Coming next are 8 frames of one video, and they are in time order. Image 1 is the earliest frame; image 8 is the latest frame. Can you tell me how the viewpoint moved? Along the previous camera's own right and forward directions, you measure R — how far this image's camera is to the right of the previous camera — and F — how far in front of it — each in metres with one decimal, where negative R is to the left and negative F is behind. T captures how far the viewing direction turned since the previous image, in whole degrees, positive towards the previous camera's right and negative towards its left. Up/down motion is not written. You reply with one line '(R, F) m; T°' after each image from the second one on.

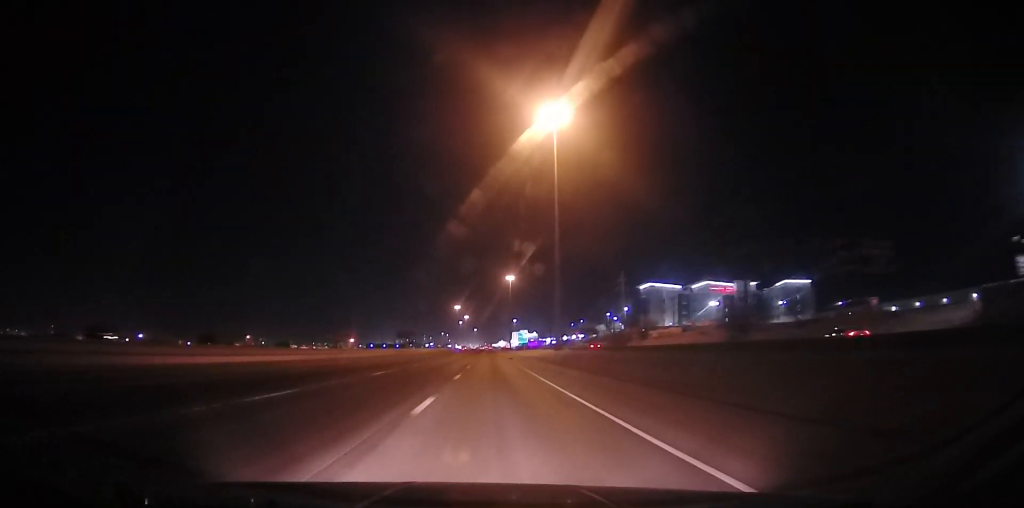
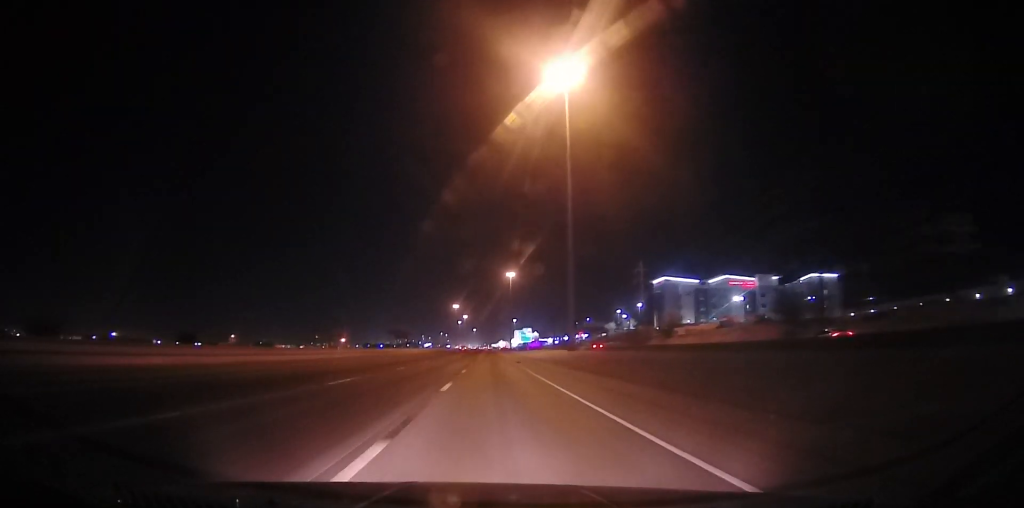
(+0.7, +19.2) m; +1°
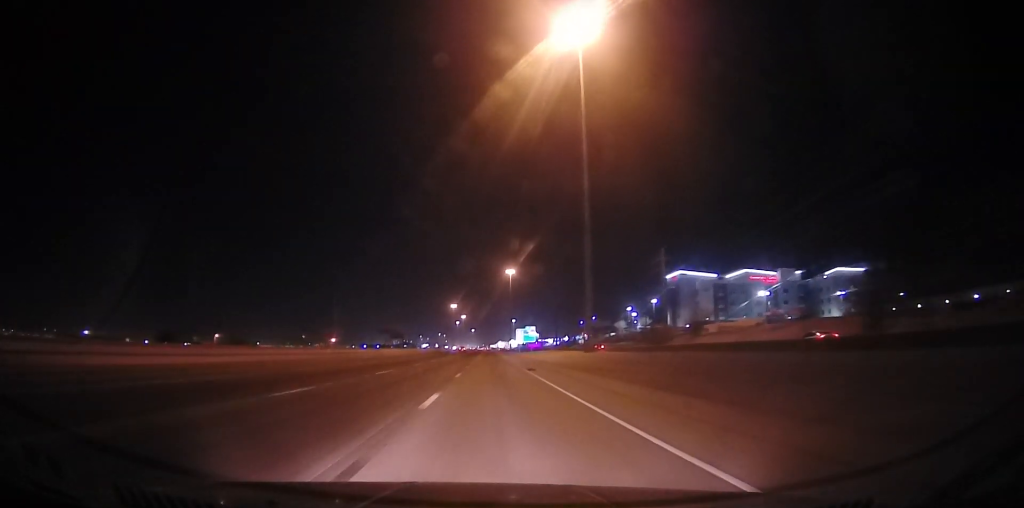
(-0.3, +17.2) m; -1°
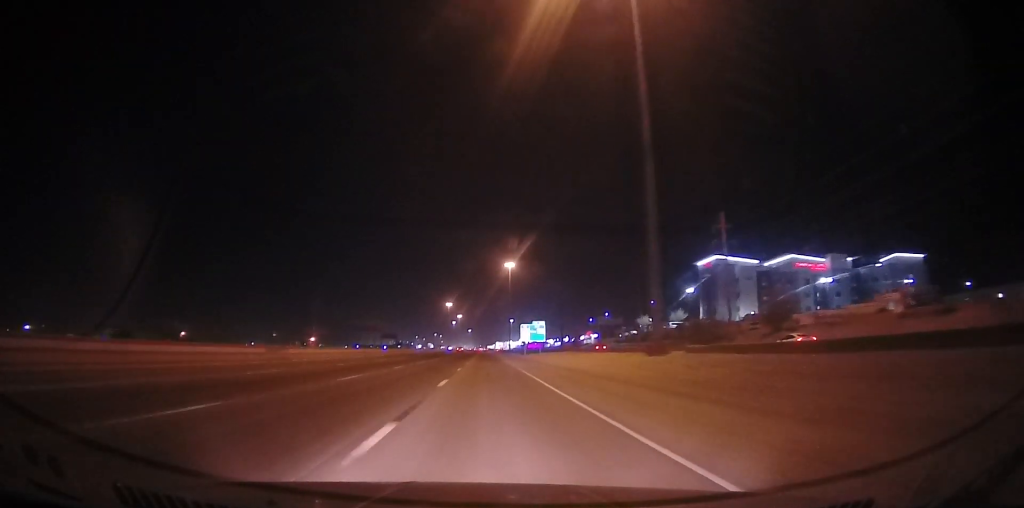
(-0.4, +31.0) m; -1°
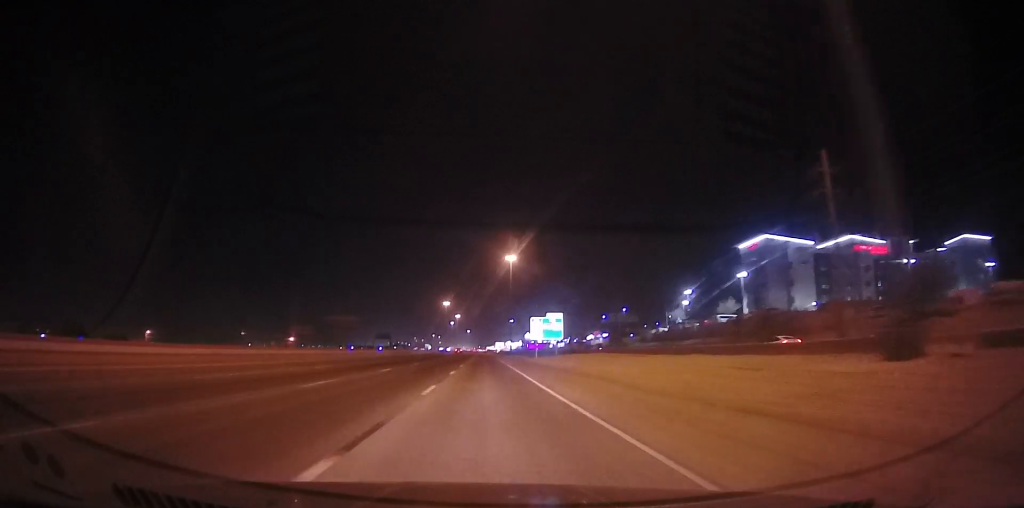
(-0.3, +27.5) m; -1°
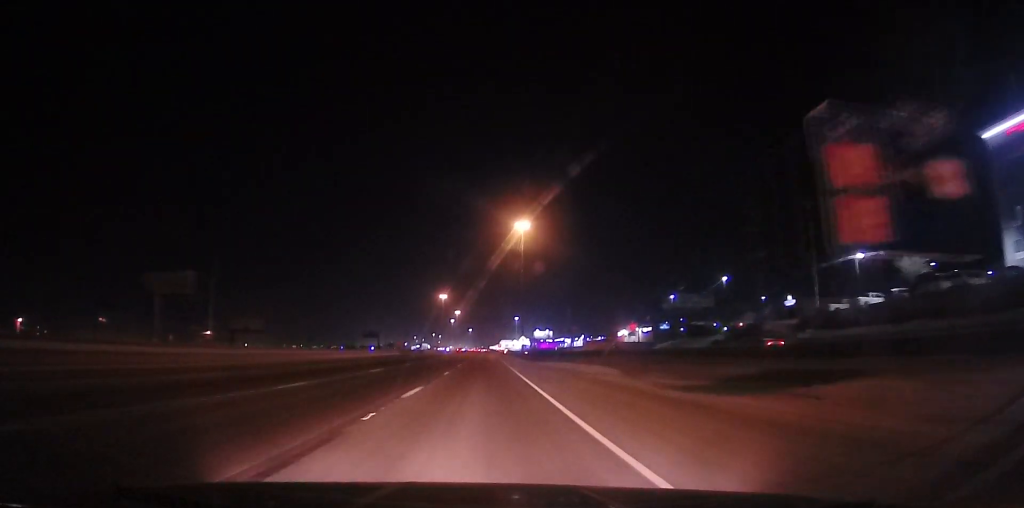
(-0.2, +74.4) m; -2°
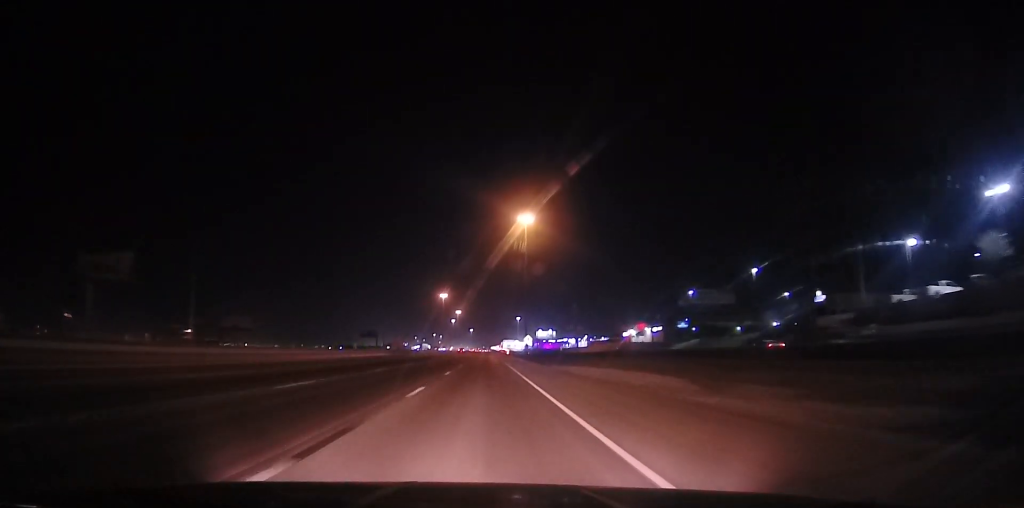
(-0.3, +11.8) m; -1°
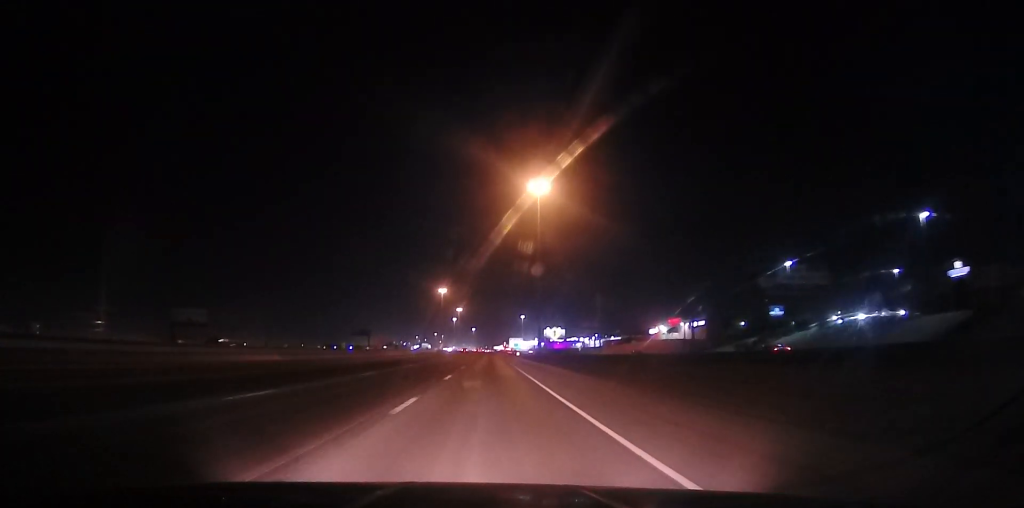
(+0.1, +40.3) m; -1°
